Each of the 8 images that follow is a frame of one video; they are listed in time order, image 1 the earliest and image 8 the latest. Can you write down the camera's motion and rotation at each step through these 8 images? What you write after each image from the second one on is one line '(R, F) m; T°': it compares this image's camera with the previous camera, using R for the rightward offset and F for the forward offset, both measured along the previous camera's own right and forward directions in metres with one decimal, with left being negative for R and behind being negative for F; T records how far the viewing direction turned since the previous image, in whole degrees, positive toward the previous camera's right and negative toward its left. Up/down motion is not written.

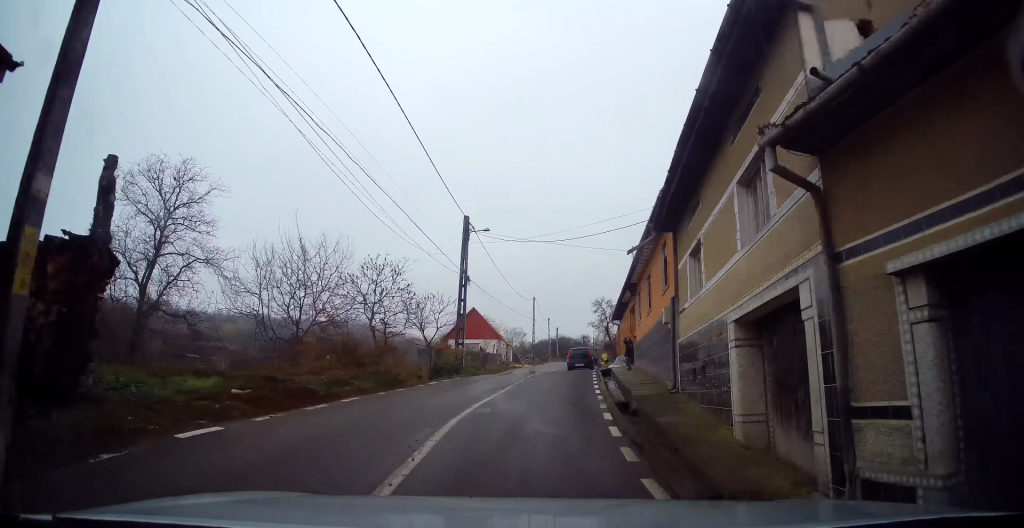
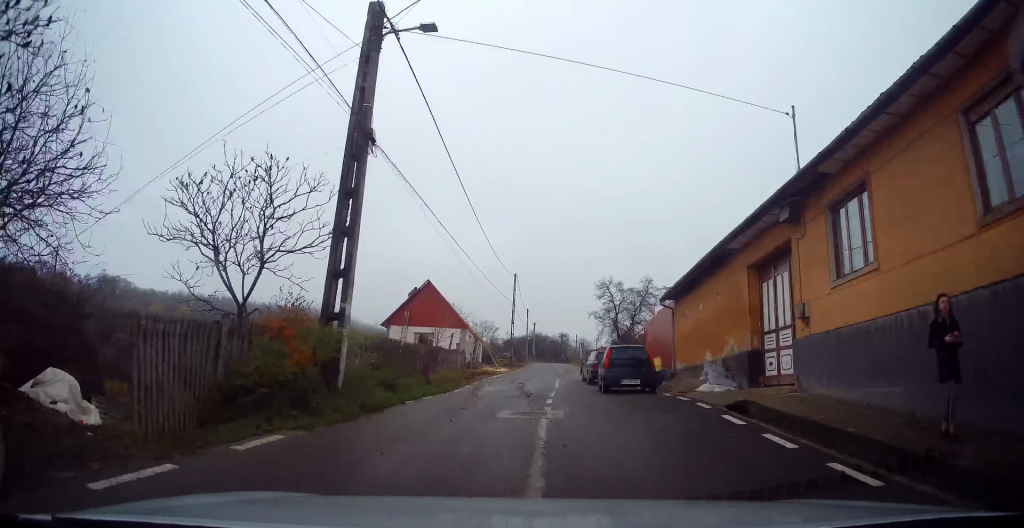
(+0.4, +17.7) m; +3°
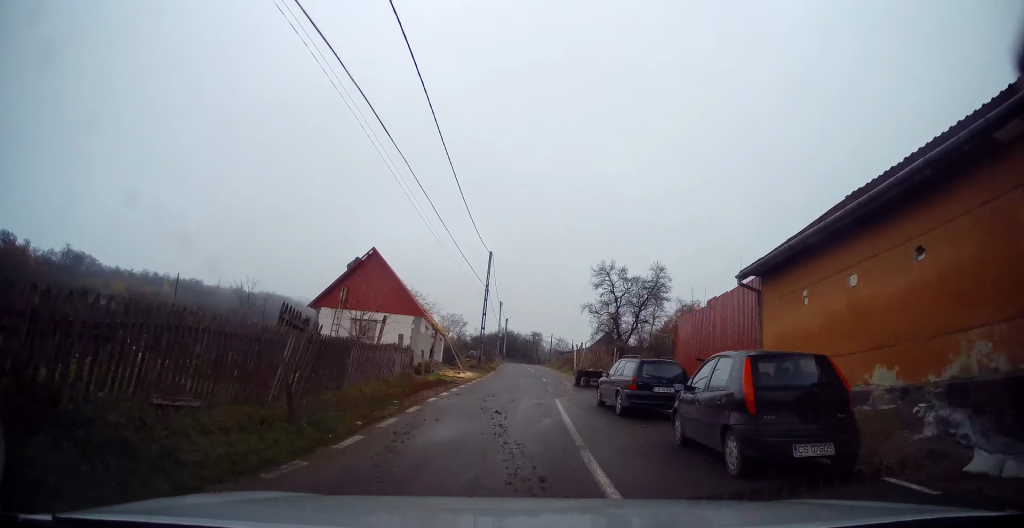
(+0.4, +10.6) m; +4°
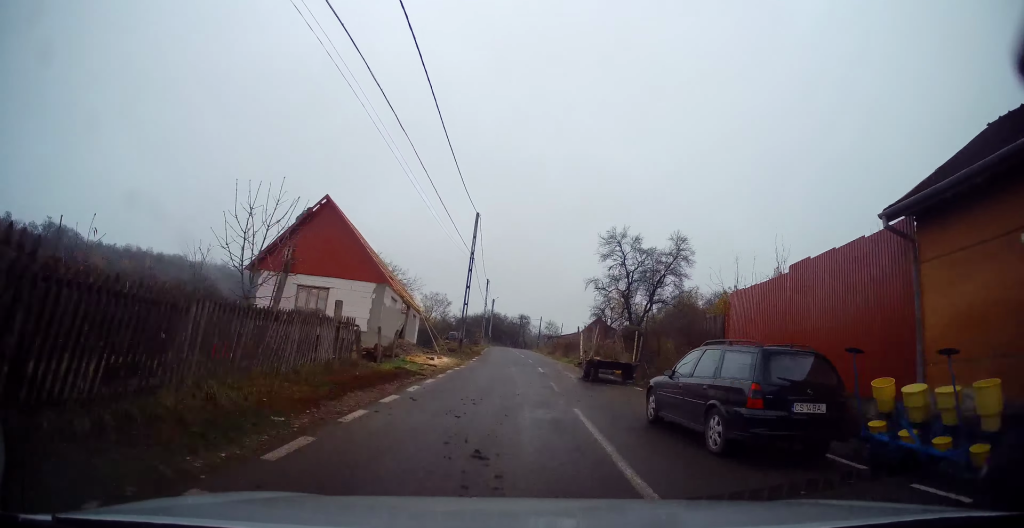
(+0.2, +6.6) m; +2°
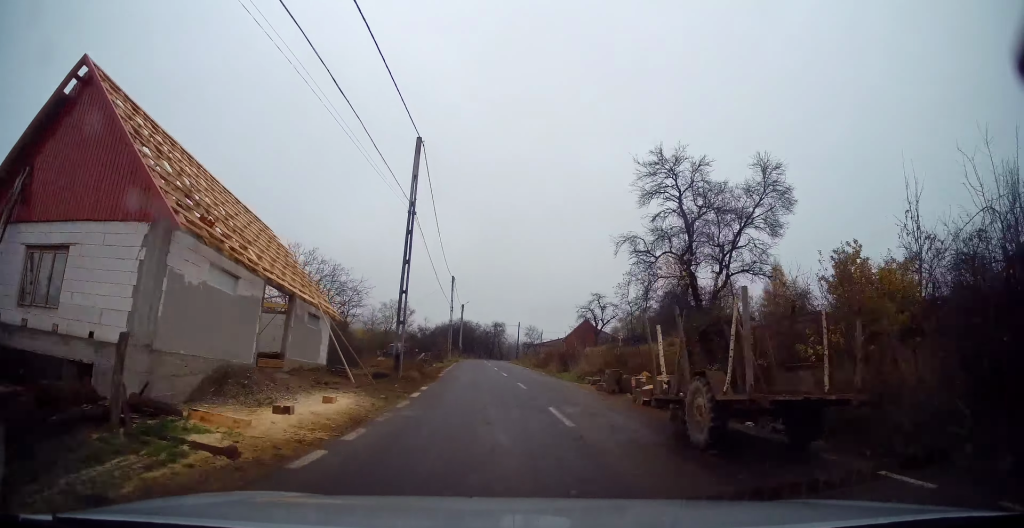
(+0.3, +13.7) m; +2°
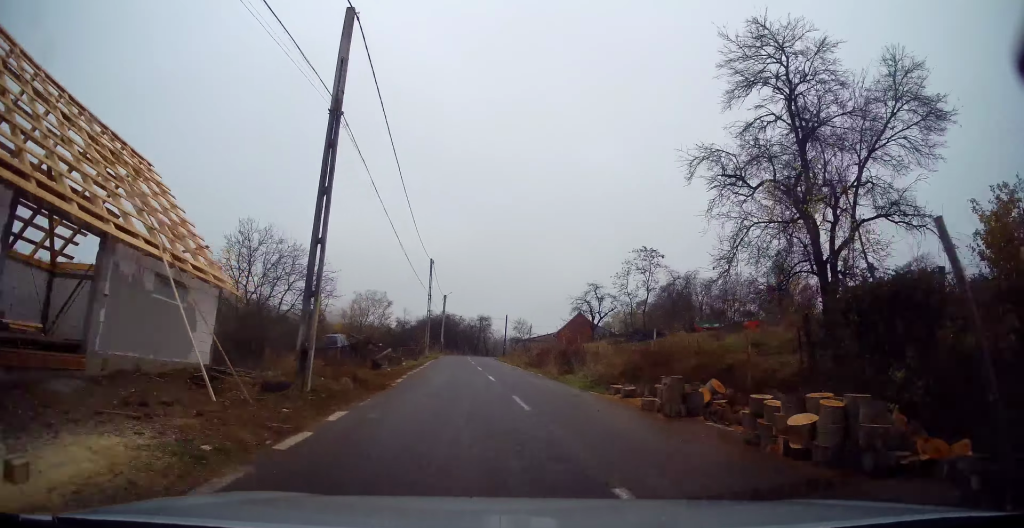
(-0.1, +7.6) m; +2°
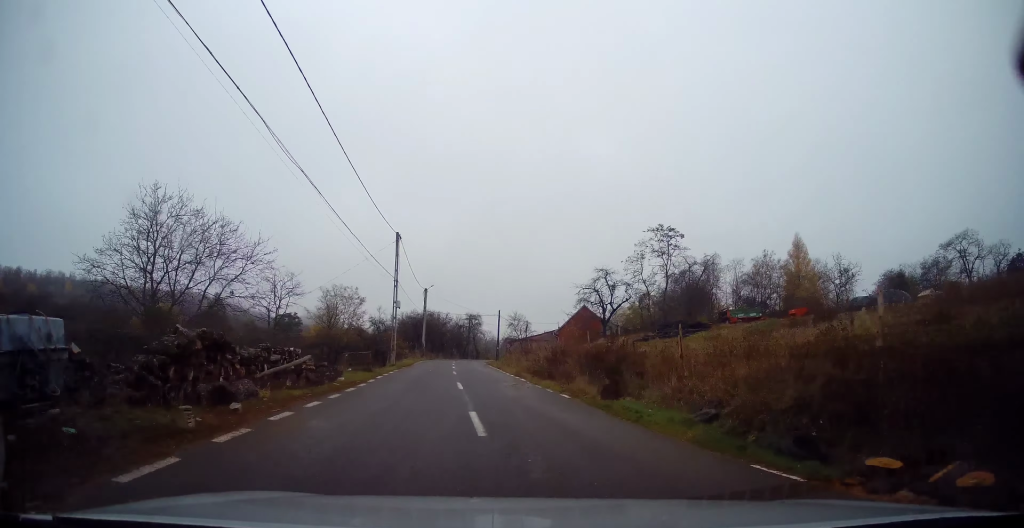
(+0.6, +12.0) m; +1°
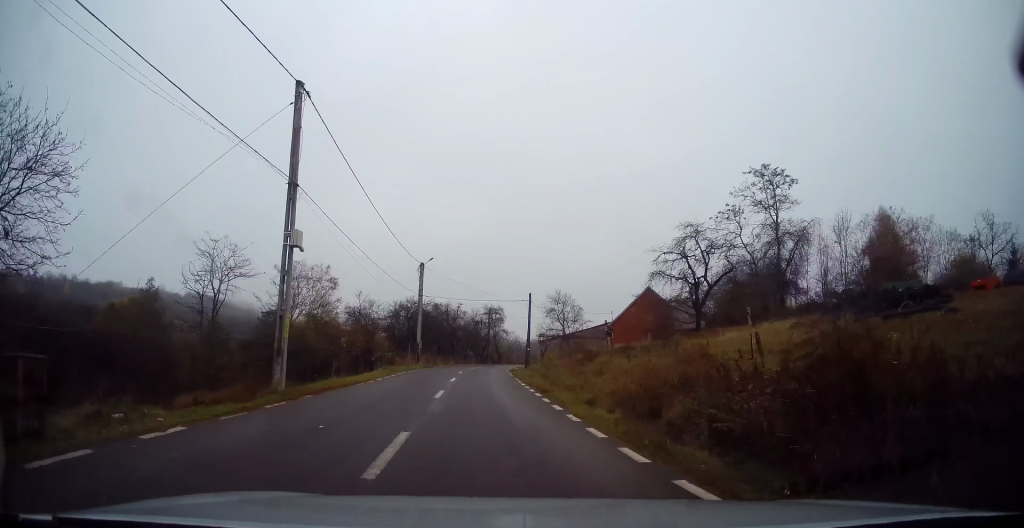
(-0.6, +20.2) m; -2°
